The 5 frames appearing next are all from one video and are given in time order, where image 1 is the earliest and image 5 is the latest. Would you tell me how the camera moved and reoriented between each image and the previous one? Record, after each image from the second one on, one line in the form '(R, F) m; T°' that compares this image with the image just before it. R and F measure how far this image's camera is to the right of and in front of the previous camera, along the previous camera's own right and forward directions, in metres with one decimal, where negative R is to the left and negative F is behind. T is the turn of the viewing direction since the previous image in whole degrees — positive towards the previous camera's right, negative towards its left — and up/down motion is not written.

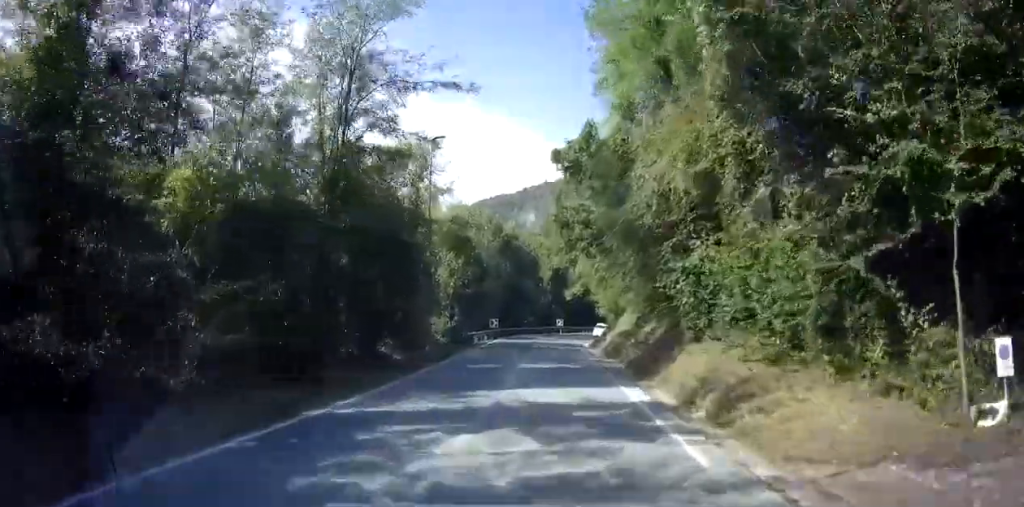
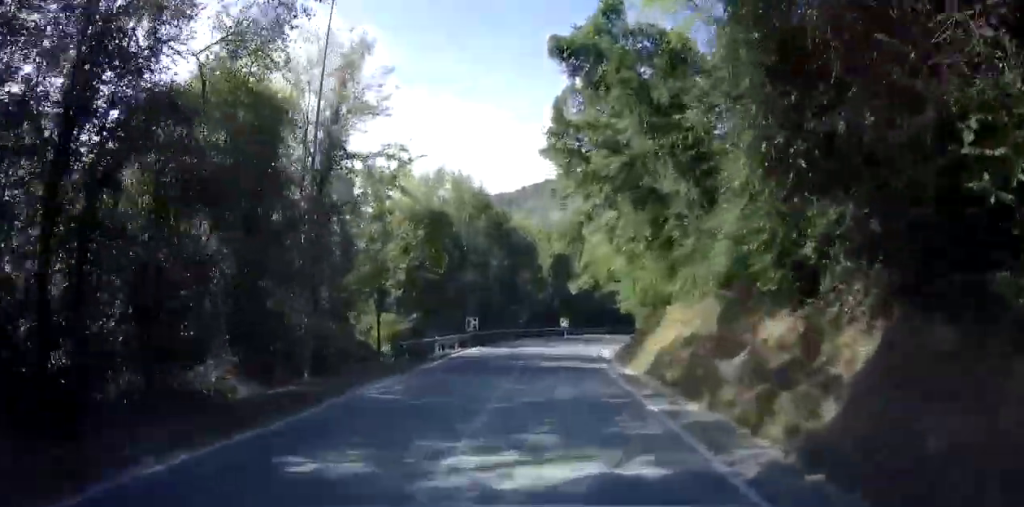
(-0.1, +12.2) m; +9°
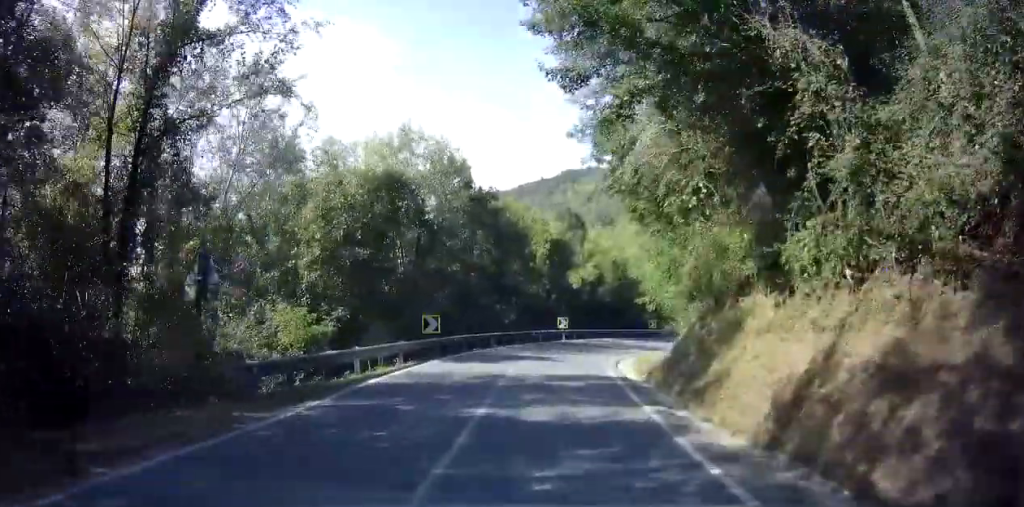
(0.0, +8.8) m; +14°
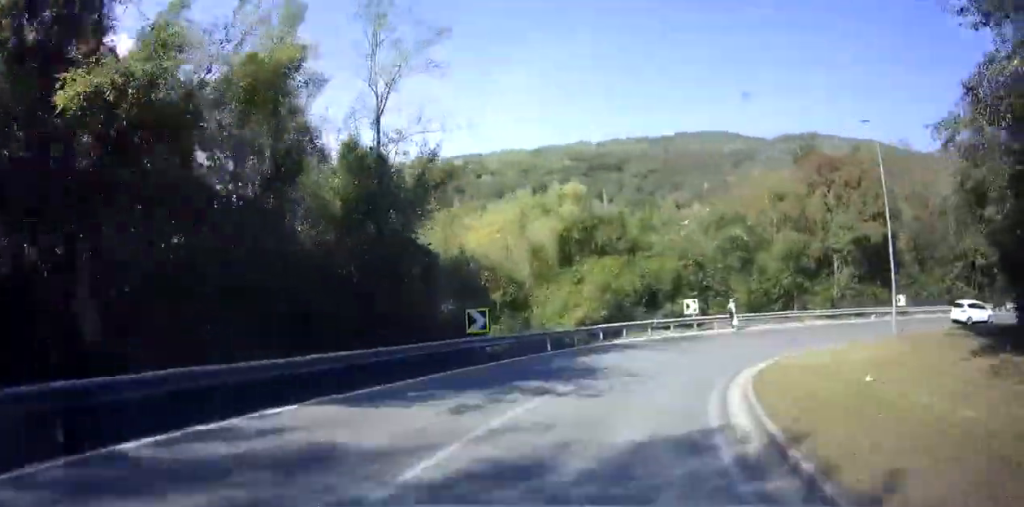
(+10.6, +30.1) m; +21°
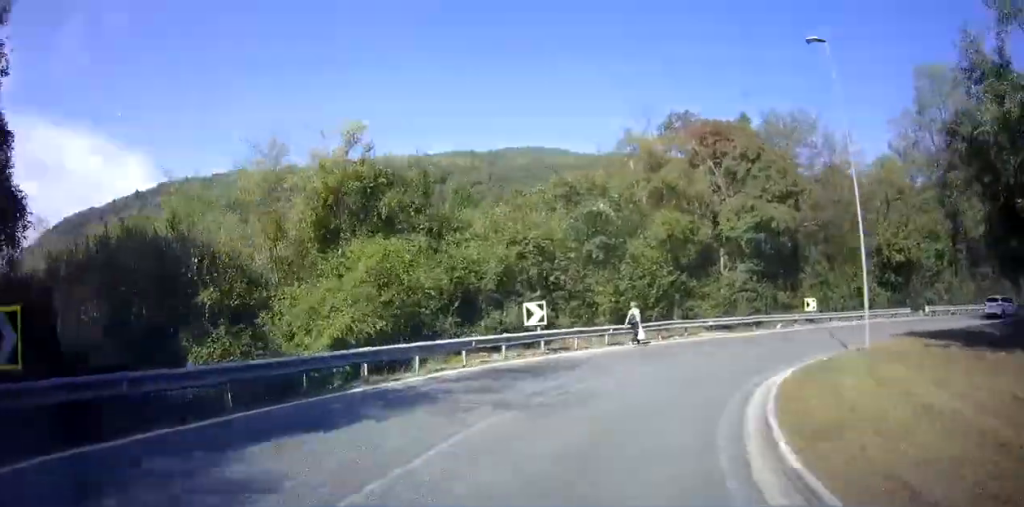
(0.0, +10.2) m; 0°
